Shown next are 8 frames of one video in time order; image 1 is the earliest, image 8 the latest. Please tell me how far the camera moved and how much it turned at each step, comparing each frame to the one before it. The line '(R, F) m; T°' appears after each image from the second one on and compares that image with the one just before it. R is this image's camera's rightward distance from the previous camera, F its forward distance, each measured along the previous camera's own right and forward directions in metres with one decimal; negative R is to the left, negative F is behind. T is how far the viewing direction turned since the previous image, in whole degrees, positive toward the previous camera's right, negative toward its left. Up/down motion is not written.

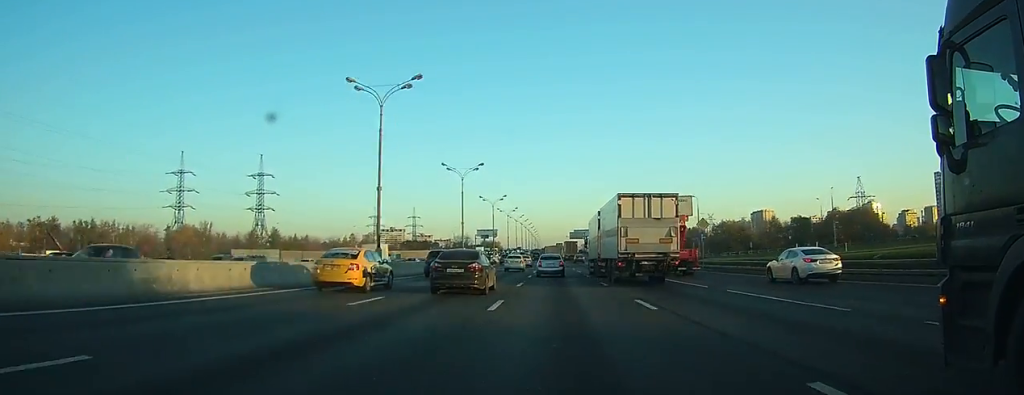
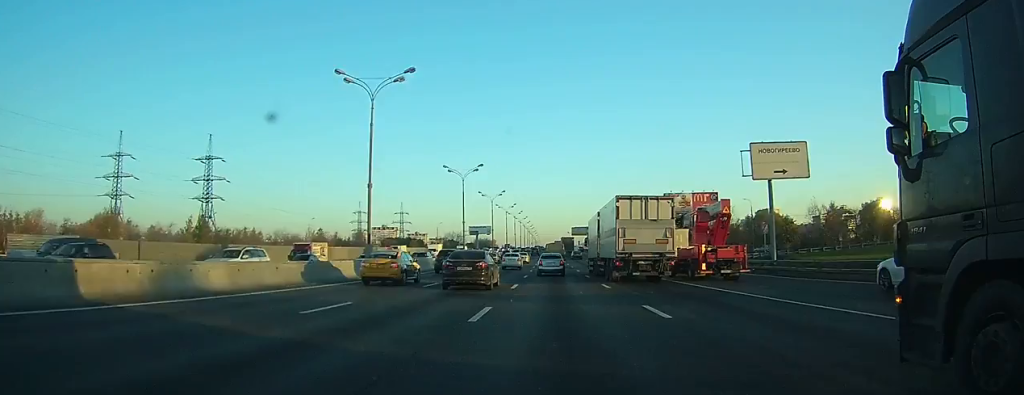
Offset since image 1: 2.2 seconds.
(+0.2, +36.7) m; 0°
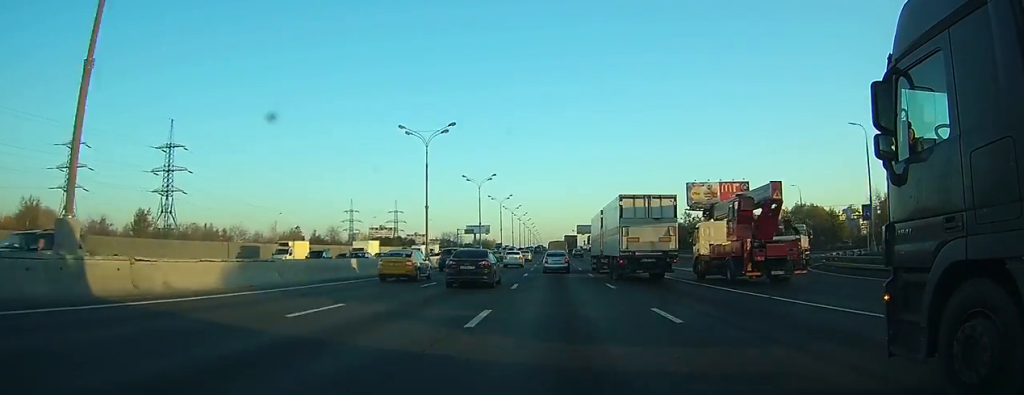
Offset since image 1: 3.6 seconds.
(0.0, +23.9) m; 0°
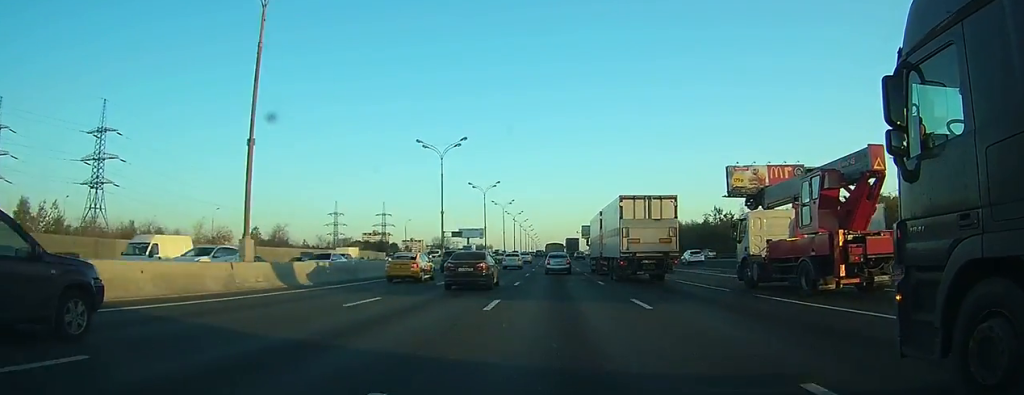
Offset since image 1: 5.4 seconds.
(-0.1, +32.9) m; 0°
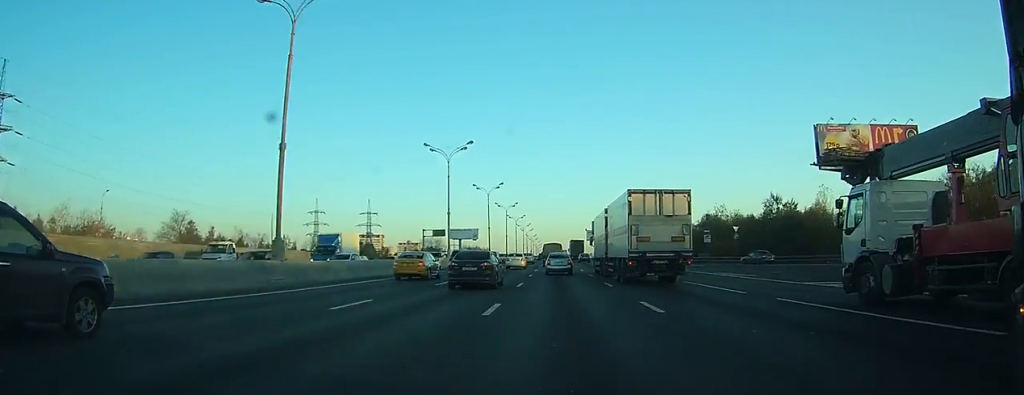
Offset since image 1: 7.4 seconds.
(-0.1, +36.9) m; 0°
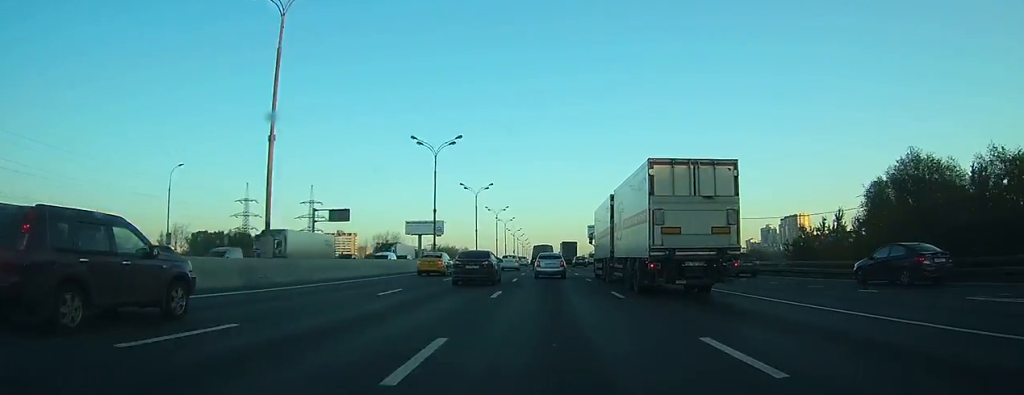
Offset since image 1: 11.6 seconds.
(+0.5, +73.8) m; 0°
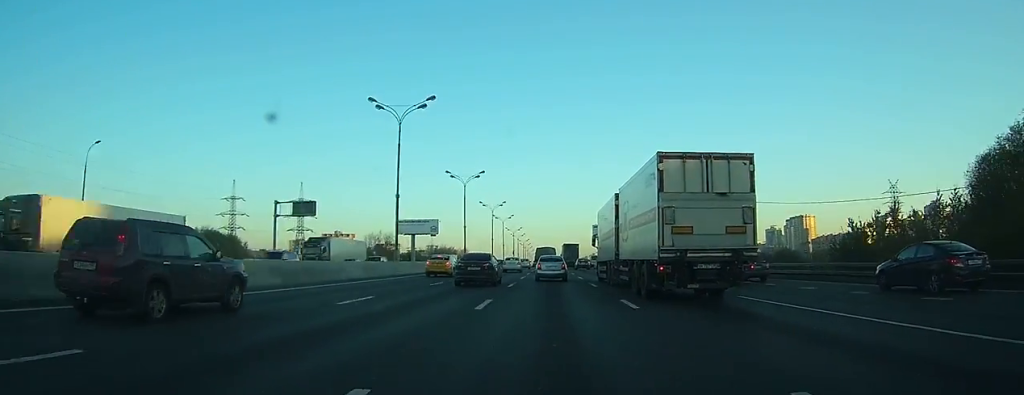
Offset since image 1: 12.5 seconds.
(0.0, +14.7) m; 0°
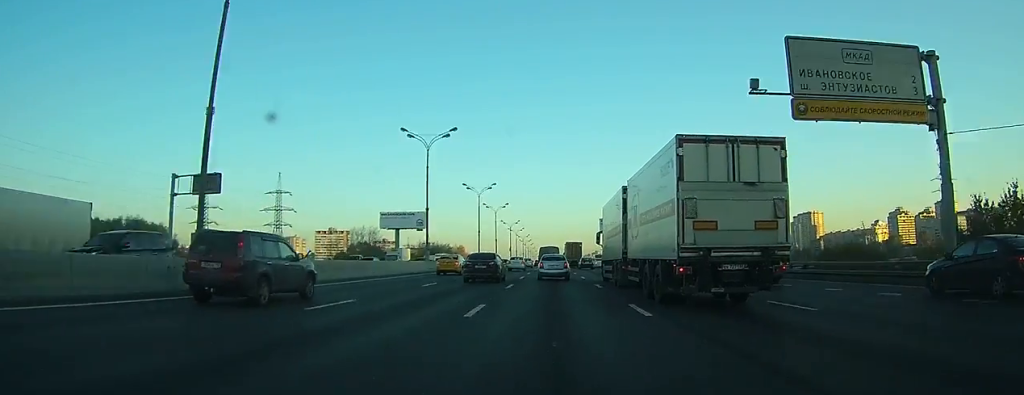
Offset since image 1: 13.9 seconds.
(0.0, +25.7) m; 0°
